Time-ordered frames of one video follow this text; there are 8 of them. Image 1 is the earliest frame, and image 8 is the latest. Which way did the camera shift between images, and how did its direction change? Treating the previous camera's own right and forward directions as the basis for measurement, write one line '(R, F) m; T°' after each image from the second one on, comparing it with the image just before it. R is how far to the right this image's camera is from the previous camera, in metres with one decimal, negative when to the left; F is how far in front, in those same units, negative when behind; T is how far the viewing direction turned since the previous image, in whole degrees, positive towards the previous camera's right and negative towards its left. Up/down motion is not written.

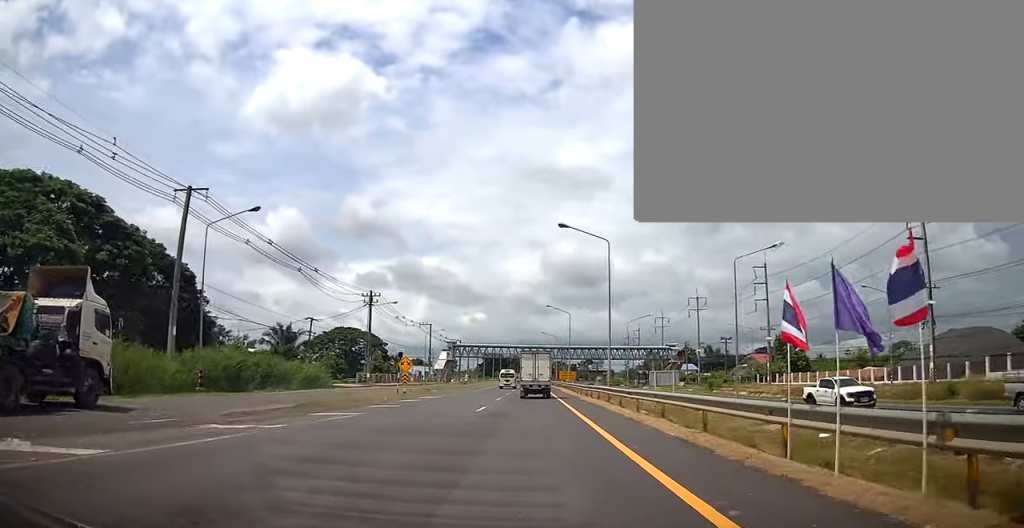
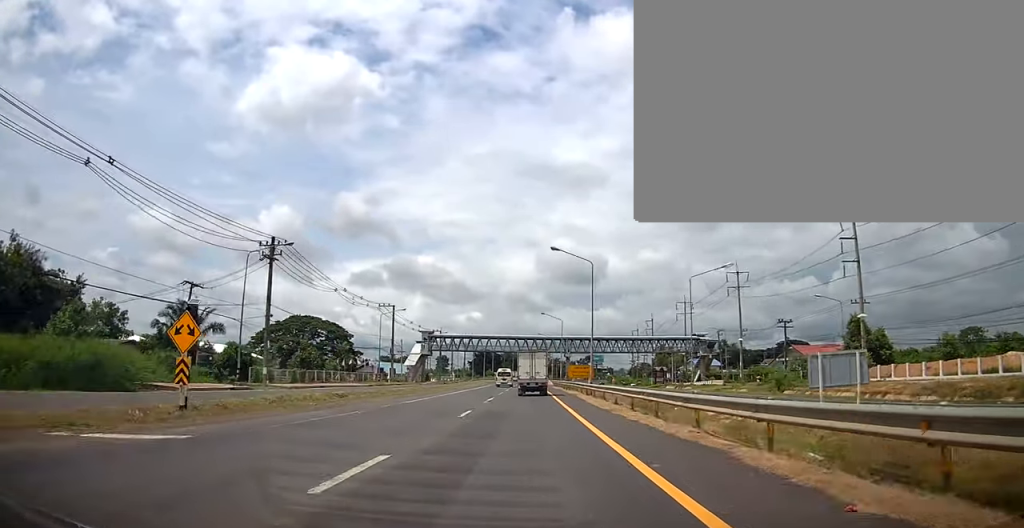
(-0.9, +27.6) m; 0°
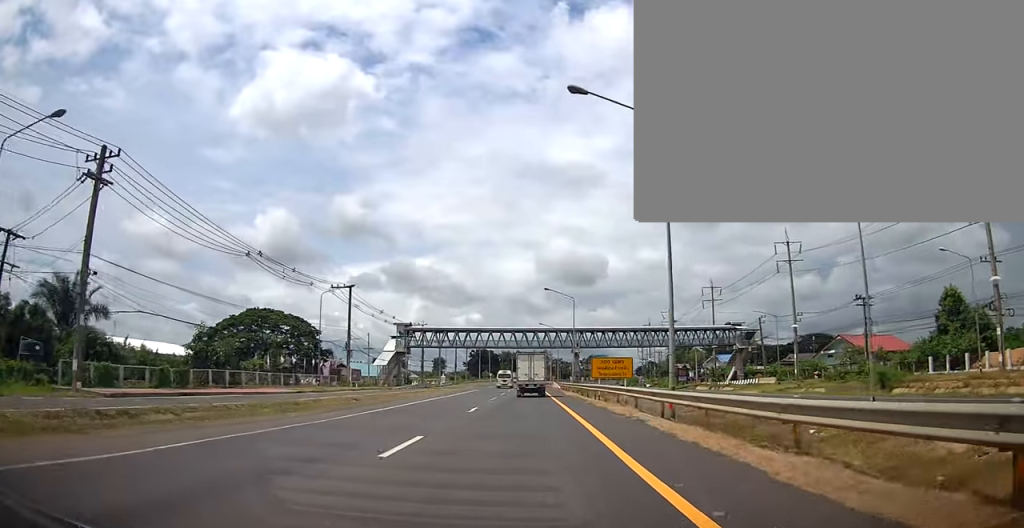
(+0.8, +21.0) m; +1°
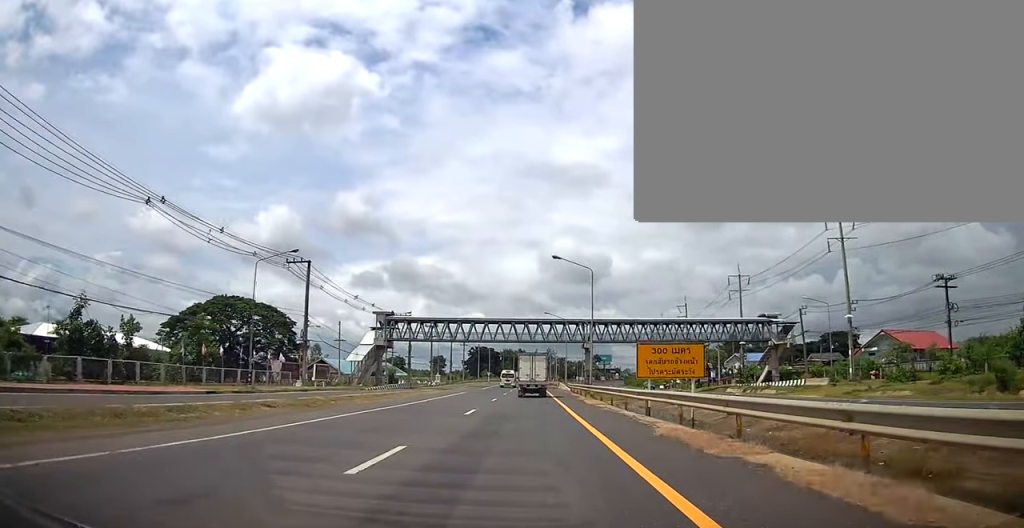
(-0.3, +13.6) m; -1°
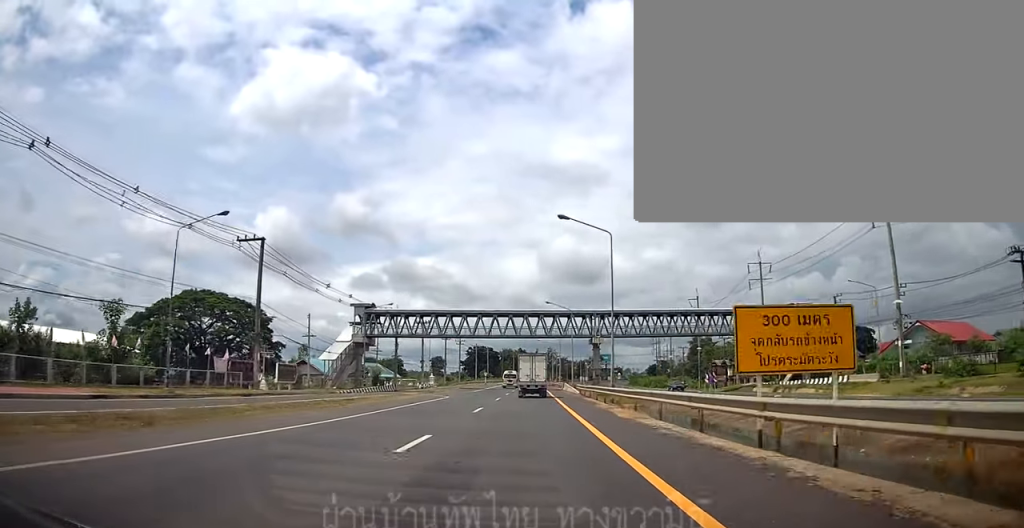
(-0.1, +9.6) m; -1°
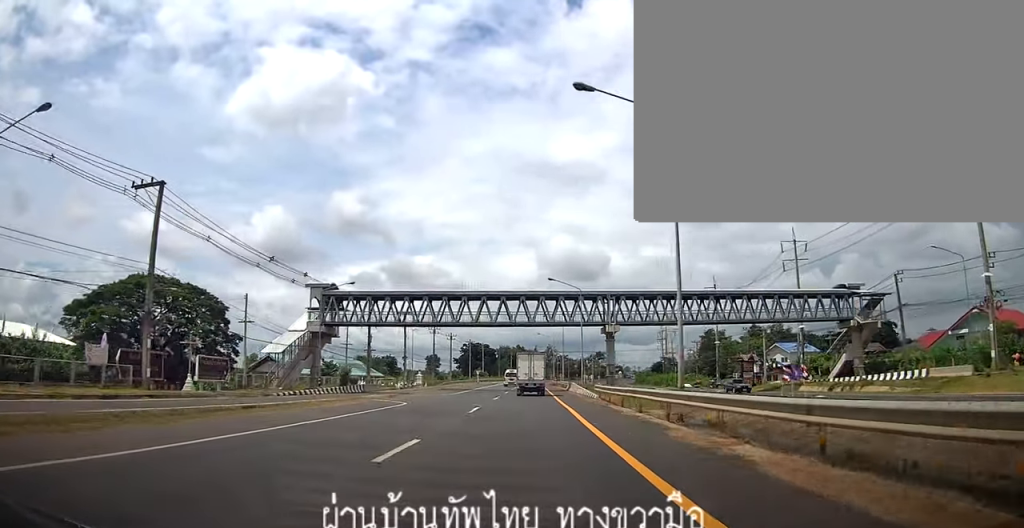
(-0.1, +13.2) m; +2°
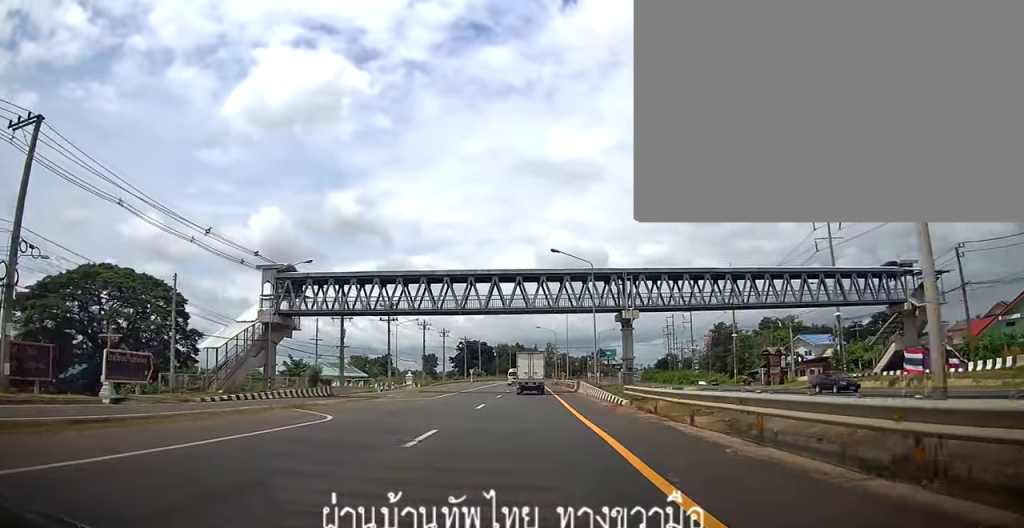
(0.0, +9.8) m; +1°
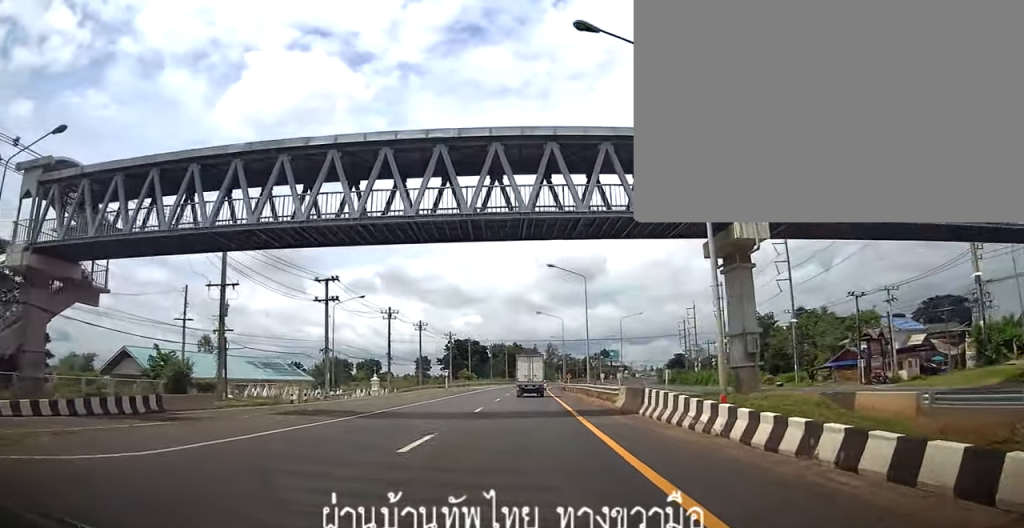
(+0.5, +23.9) m; 0°
